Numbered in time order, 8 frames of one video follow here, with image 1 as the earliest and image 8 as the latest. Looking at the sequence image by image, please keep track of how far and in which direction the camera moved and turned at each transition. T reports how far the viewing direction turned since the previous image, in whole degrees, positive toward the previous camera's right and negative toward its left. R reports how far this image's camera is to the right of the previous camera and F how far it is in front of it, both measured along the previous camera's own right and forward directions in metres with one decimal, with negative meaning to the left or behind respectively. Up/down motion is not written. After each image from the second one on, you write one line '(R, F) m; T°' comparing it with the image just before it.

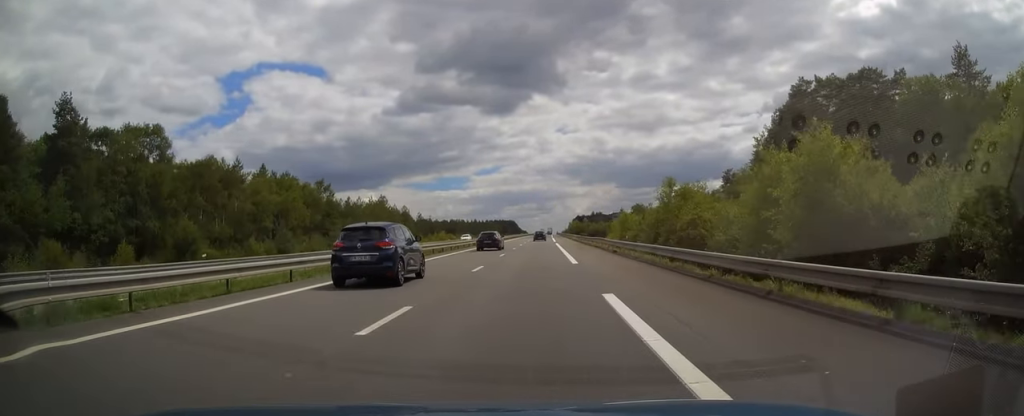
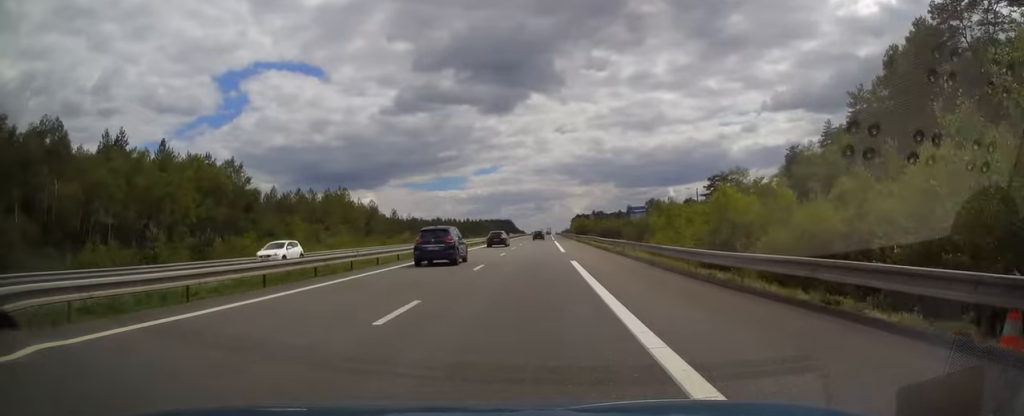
(+0.1, +37.7) m; 0°
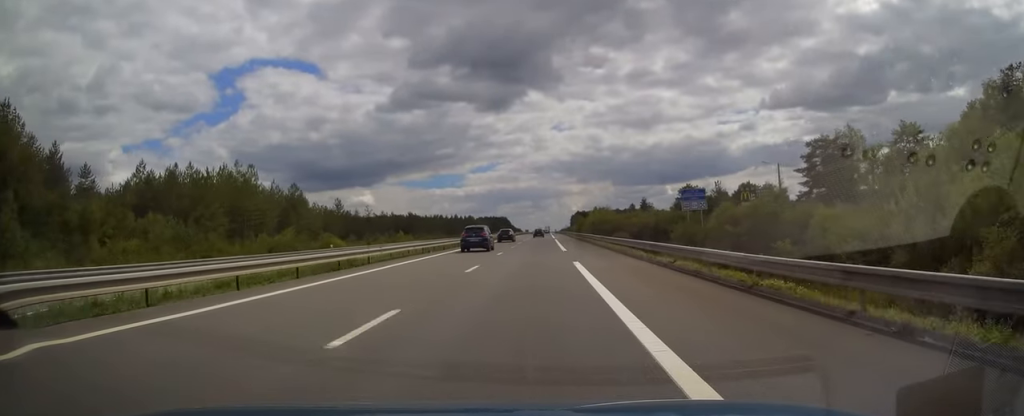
(0.0, +53.6) m; 0°
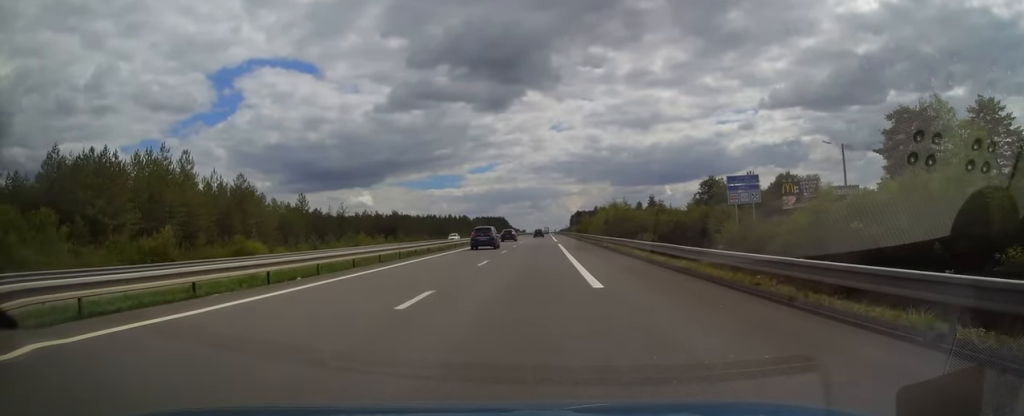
(+0.1, +22.1) m; 0°
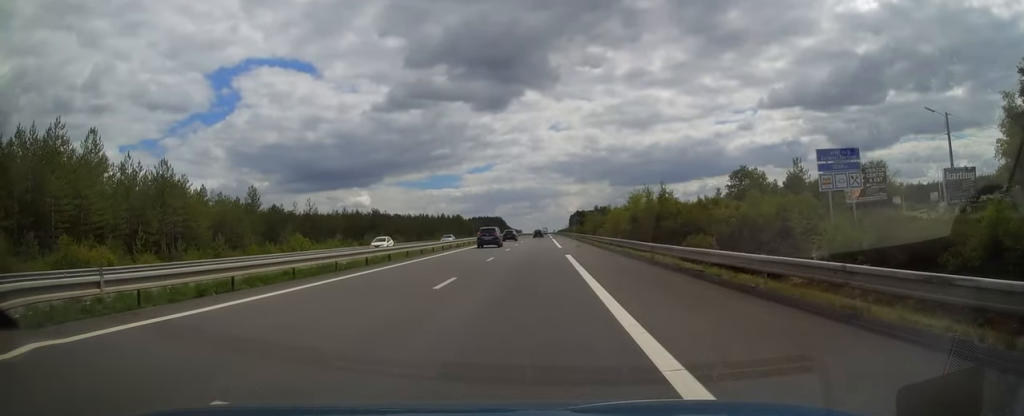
(0.0, +22.1) m; 0°
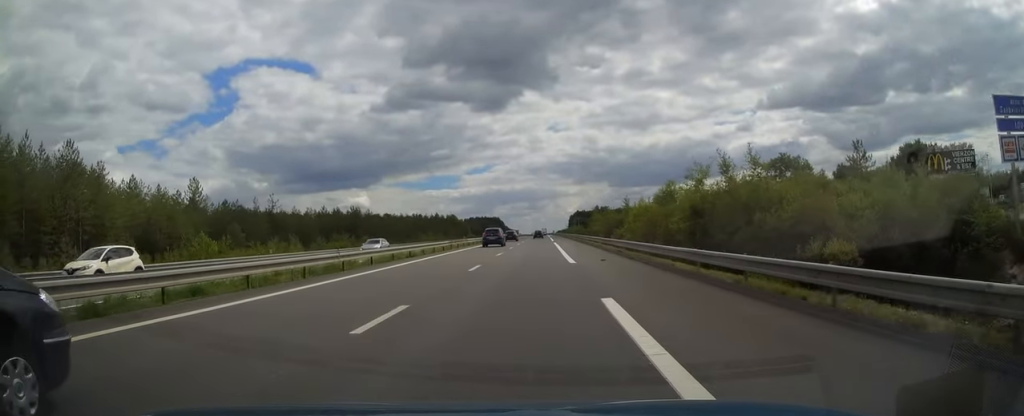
(0.0, +19.1) m; 0°
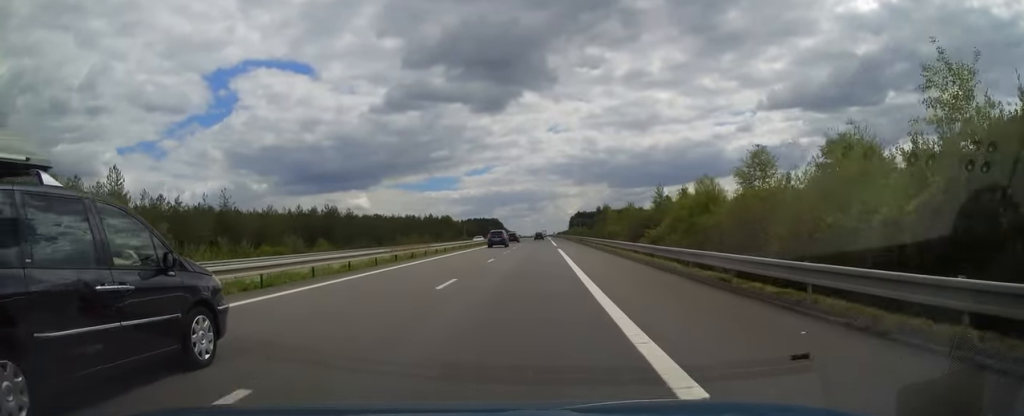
(0.0, +19.1) m; 0°
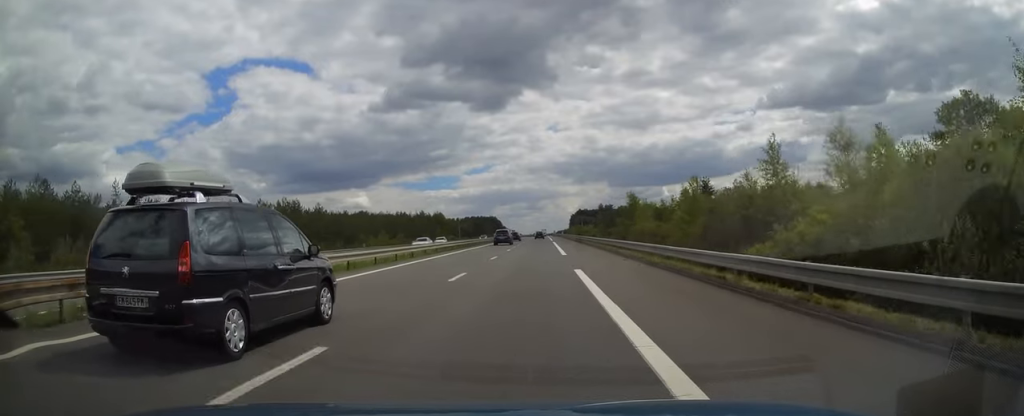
(0.0, +24.0) m; 0°
